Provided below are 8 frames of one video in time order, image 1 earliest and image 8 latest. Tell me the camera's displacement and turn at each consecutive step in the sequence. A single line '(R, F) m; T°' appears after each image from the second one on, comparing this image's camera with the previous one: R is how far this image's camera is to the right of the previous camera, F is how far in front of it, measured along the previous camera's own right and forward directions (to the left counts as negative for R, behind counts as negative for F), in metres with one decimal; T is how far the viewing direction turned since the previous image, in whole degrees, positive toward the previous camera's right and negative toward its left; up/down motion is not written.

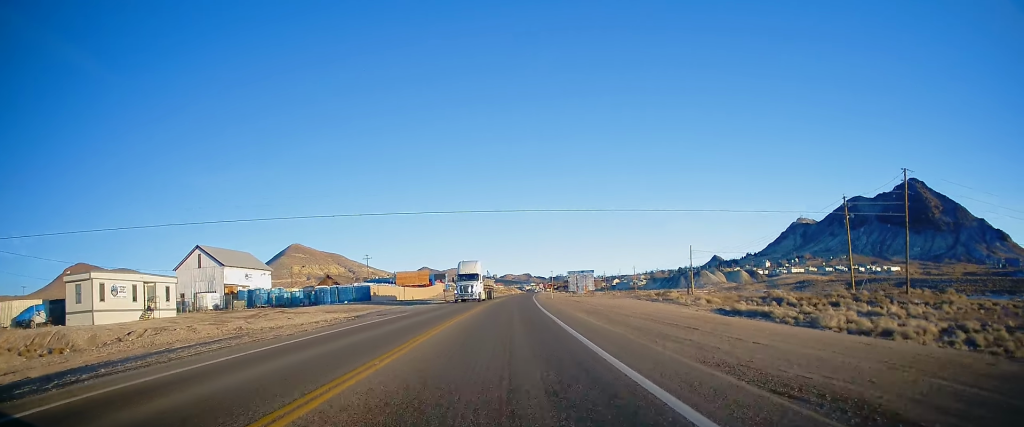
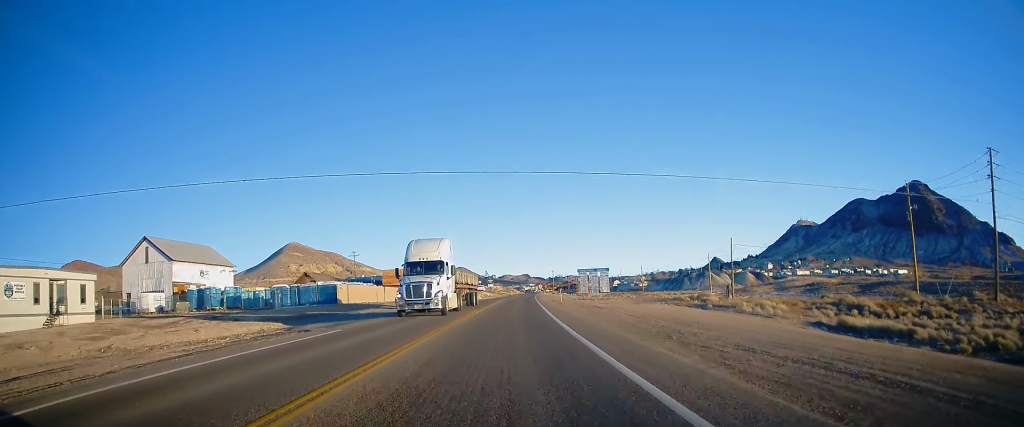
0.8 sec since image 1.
(+0.6, +13.3) m; 0°
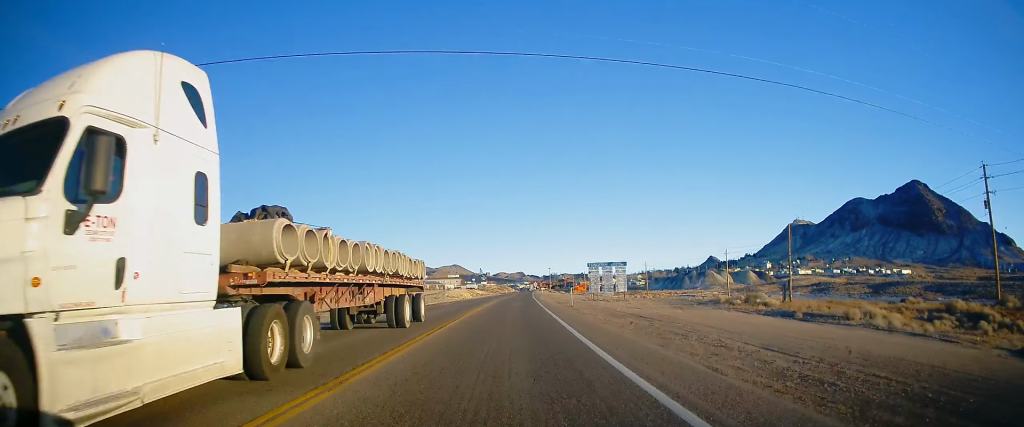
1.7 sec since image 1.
(-0.5, +13.3) m; -1°
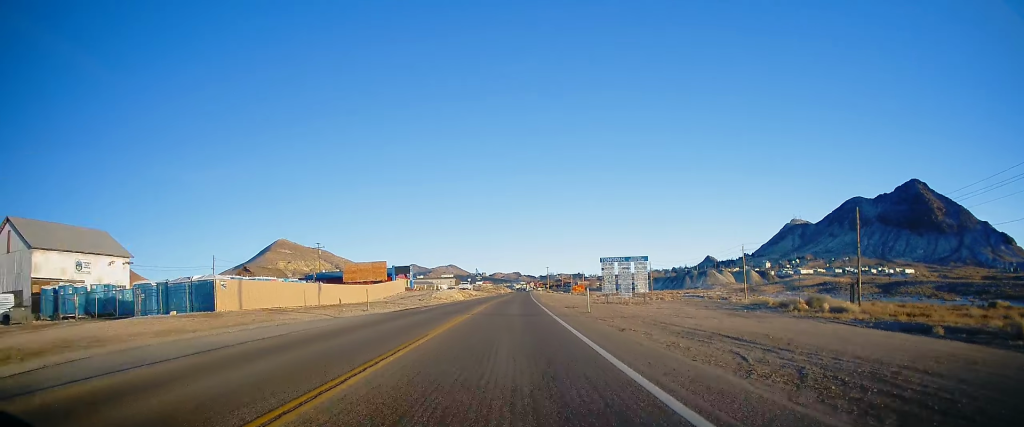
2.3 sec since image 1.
(0.0, +10.1) m; +1°
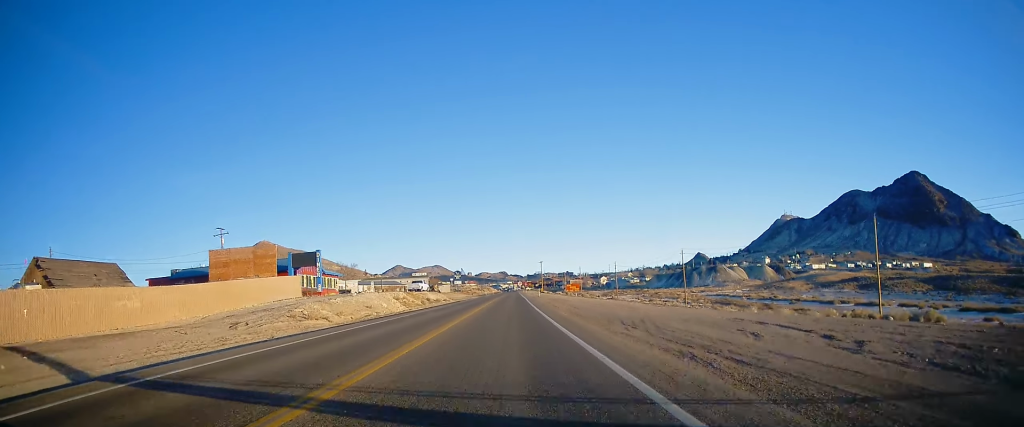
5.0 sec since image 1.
(+0.8, +42.1) m; +2°
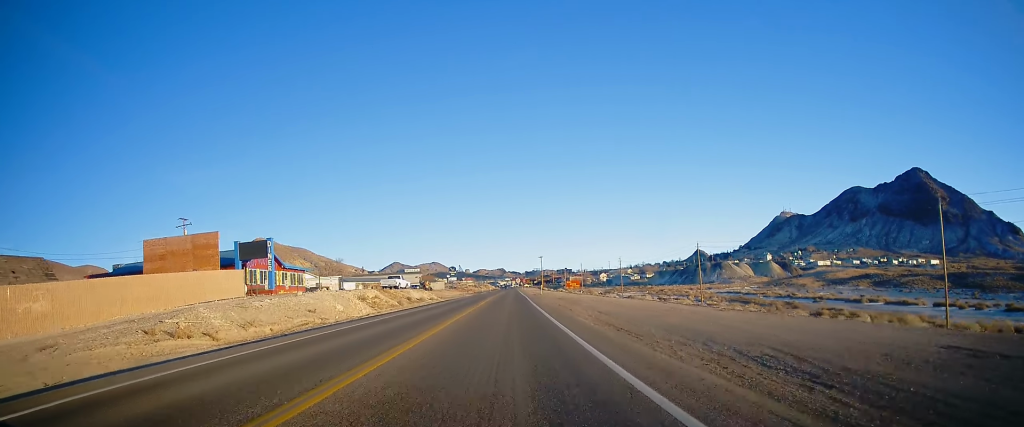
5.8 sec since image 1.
(+0.3, +11.4) m; +1°
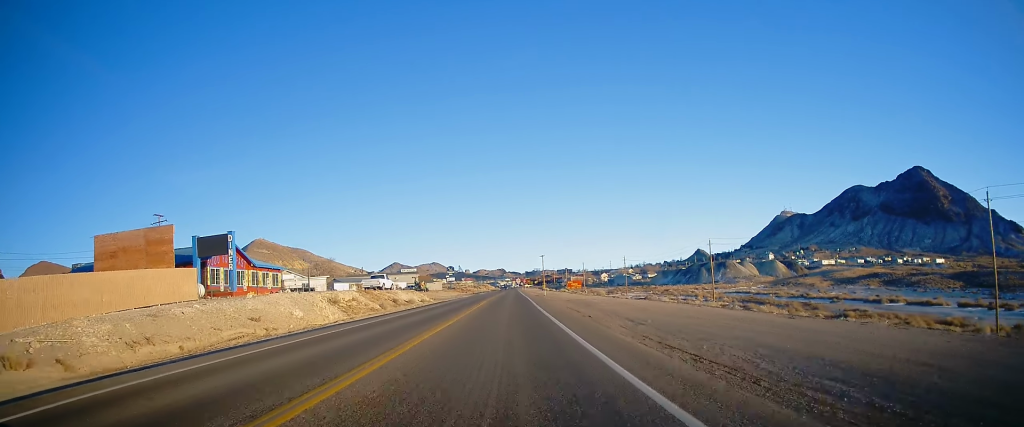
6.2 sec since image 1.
(0.0, +6.8) m; 0°
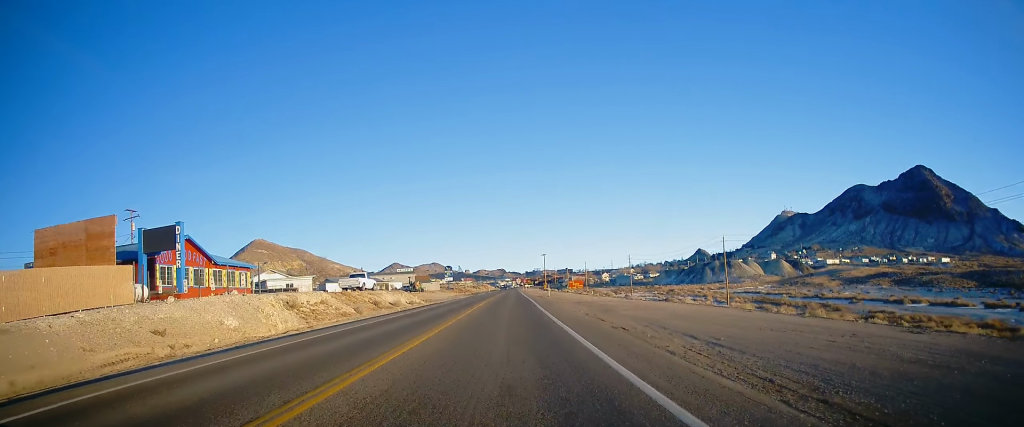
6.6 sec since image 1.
(+0.1, +6.8) m; -1°
